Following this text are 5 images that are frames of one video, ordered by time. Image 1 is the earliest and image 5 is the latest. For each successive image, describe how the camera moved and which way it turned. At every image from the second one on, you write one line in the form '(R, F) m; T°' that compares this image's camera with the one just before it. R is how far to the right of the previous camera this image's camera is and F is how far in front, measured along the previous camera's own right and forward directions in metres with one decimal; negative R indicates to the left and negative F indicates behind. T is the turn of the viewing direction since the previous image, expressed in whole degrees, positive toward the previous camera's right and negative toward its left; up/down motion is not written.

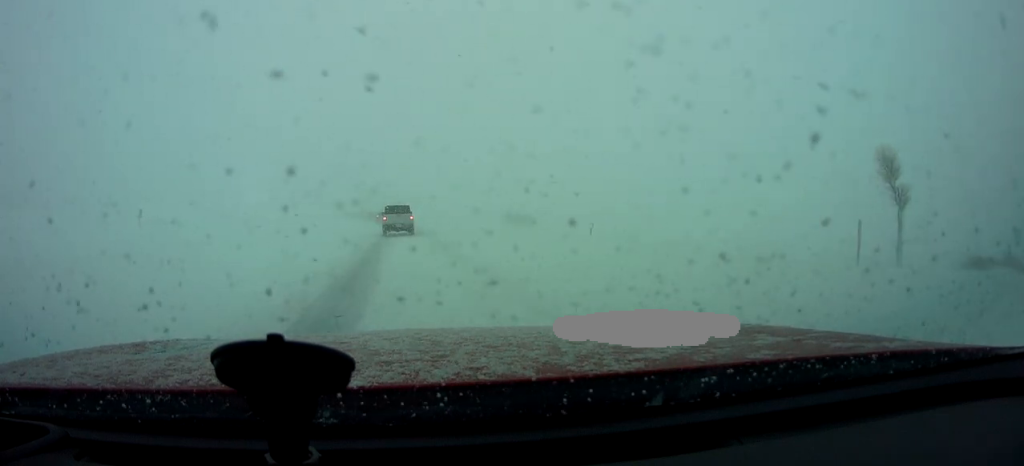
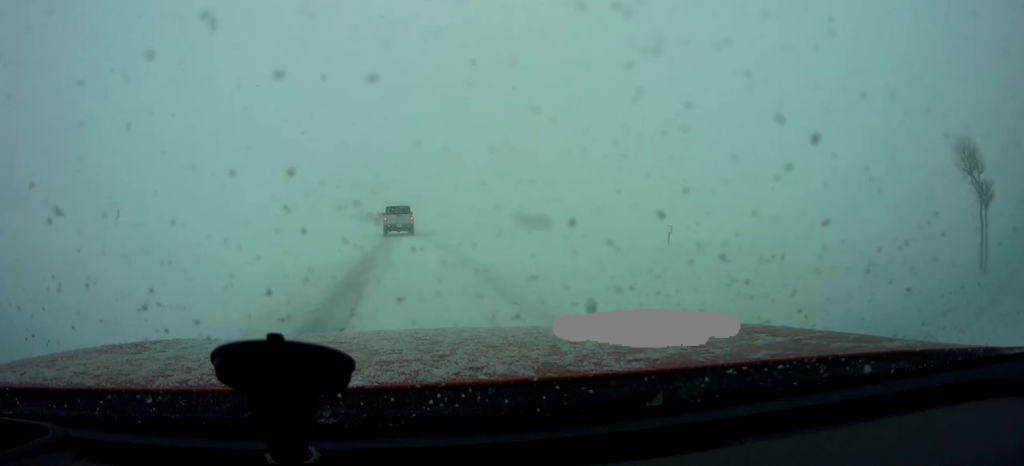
(-0.5, +8.0) m; -3°
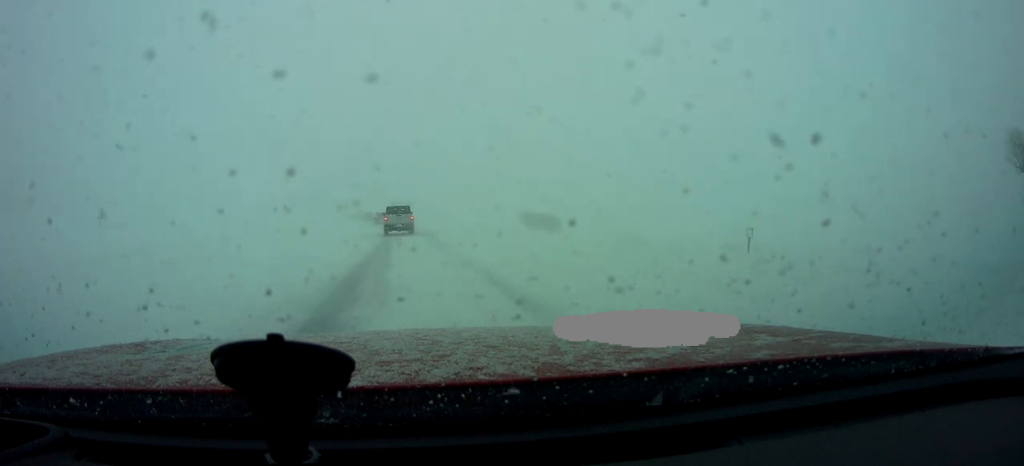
(+0.3, +4.7) m; 0°
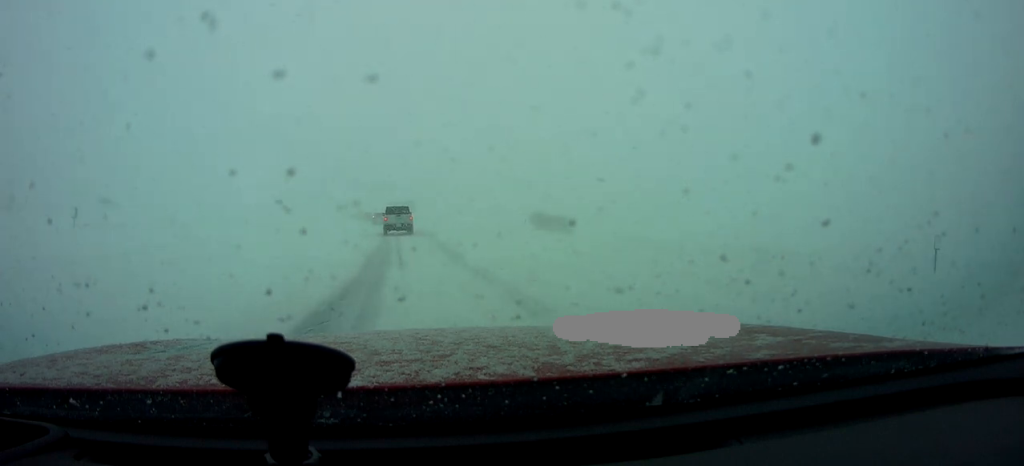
(-0.4, +6.3) m; 0°
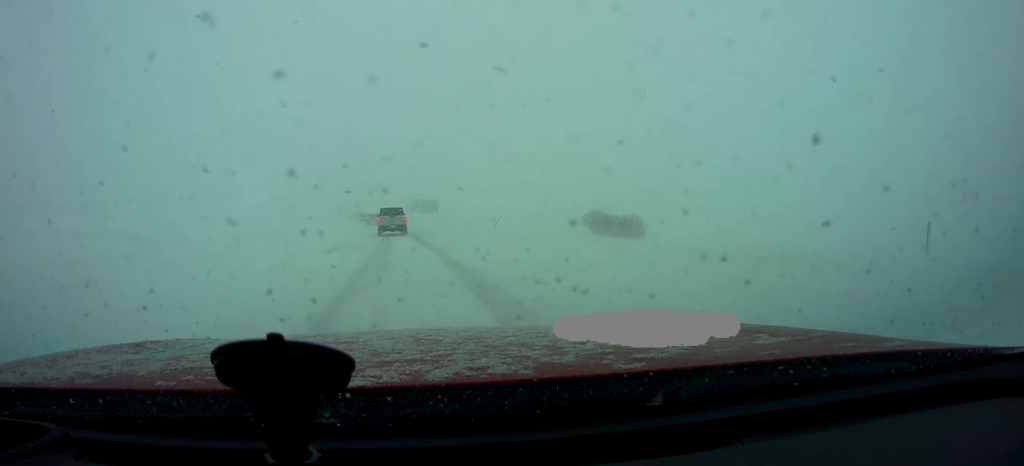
(-0.5, +27.2) m; +1°
